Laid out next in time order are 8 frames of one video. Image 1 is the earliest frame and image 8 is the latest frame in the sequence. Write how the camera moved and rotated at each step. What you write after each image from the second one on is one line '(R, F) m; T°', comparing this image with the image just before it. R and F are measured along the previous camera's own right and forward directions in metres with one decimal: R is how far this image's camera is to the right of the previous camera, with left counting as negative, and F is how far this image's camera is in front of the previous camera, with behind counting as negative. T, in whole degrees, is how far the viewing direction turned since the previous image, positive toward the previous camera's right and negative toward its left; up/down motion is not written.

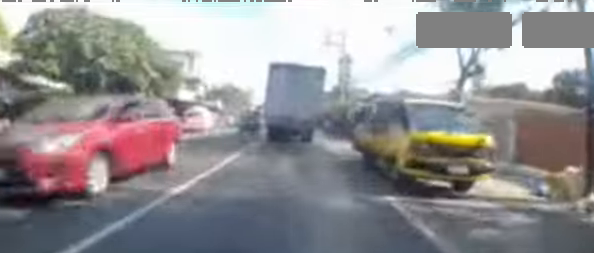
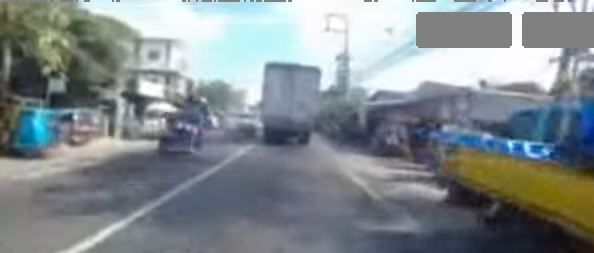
(+0.3, +5.9) m; +1°
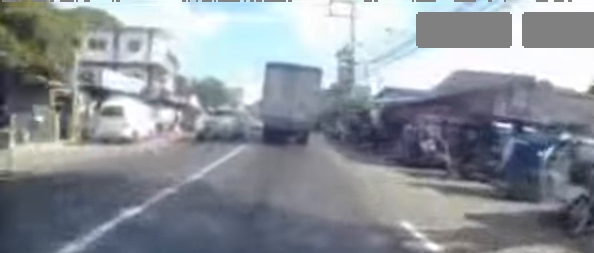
(+0.1, +4.0) m; -1°
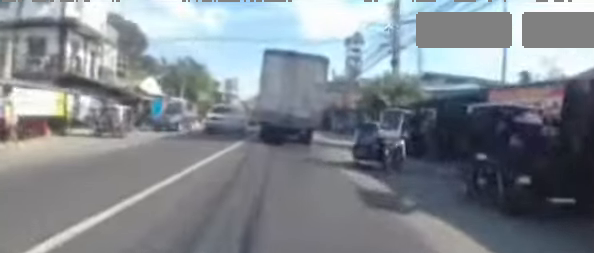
(-0.7, +11.8) m; 0°
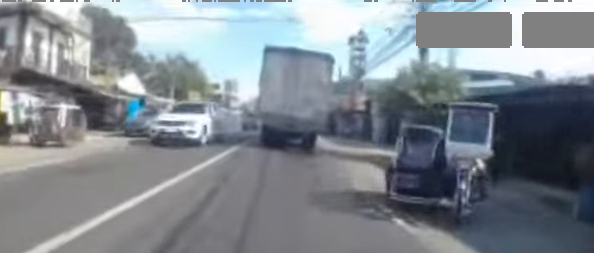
(+0.2, +3.5) m; +1°
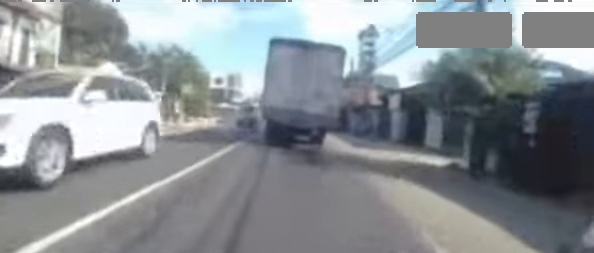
(+0.3, +3.5) m; 0°
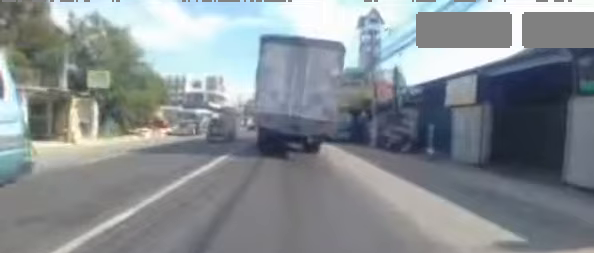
(-0.9, +11.1) m; -3°
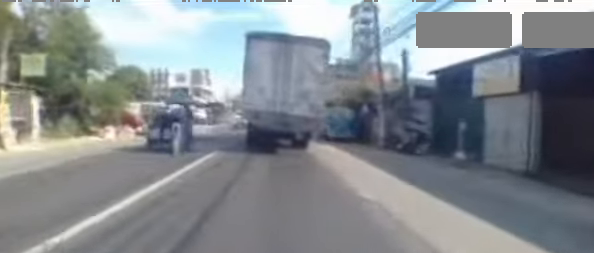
(0.0, +3.3) m; +5°
